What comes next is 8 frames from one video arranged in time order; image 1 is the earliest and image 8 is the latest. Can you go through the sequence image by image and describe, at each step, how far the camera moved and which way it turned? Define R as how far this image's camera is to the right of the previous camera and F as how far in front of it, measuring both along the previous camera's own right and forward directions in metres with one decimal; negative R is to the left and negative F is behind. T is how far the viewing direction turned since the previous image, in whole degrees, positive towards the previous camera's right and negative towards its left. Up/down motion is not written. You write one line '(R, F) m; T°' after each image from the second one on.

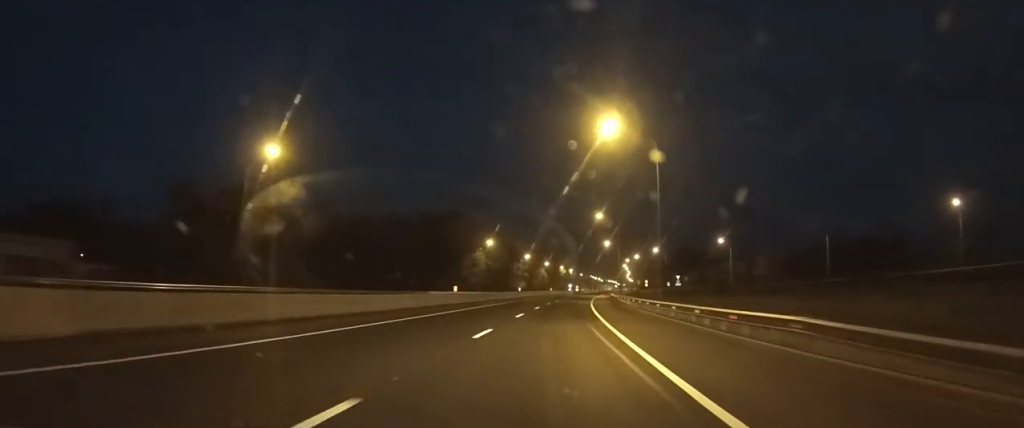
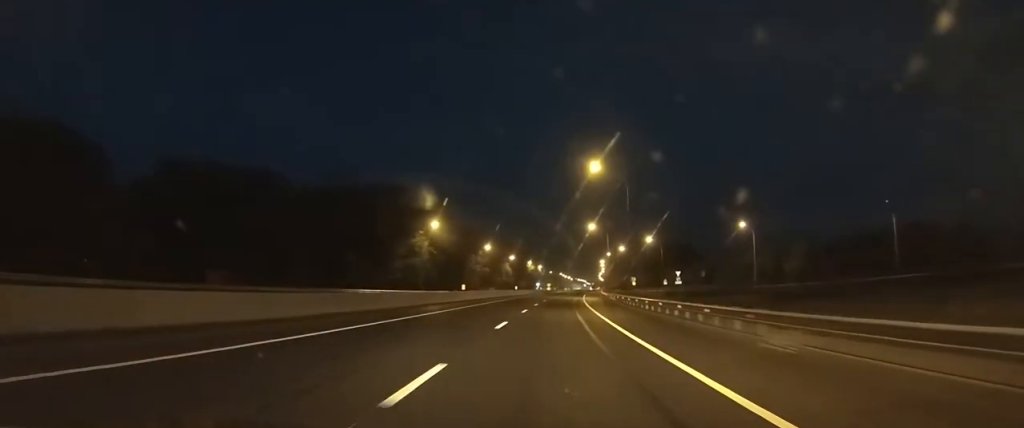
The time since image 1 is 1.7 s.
(+0.4, +26.6) m; +2°
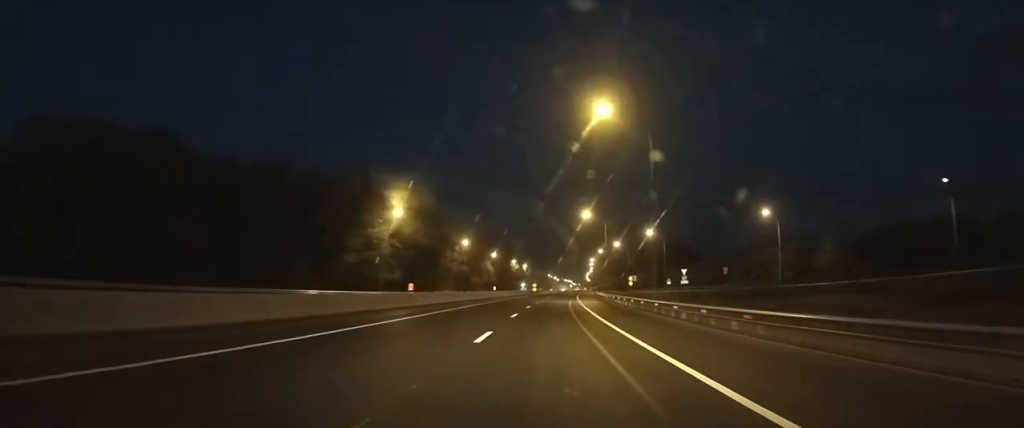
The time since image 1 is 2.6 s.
(+0.2, +15.4) m; +1°
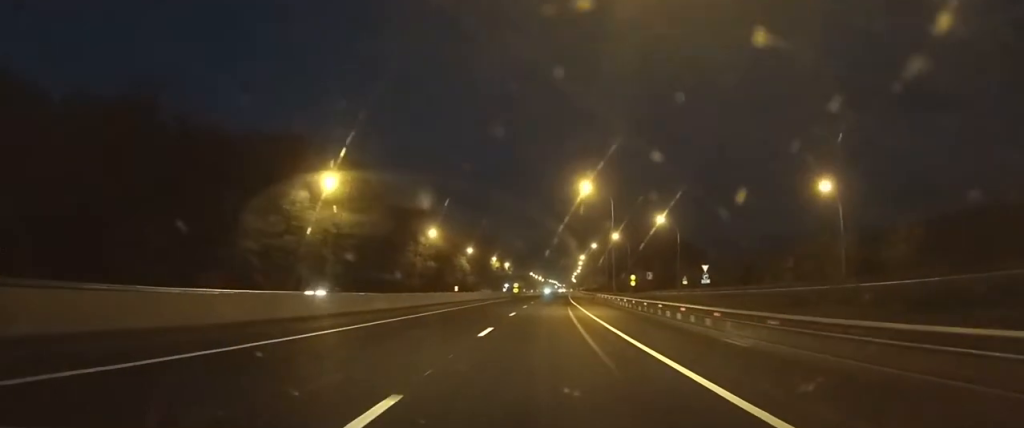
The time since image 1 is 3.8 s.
(+0.4, +23.4) m; +2°
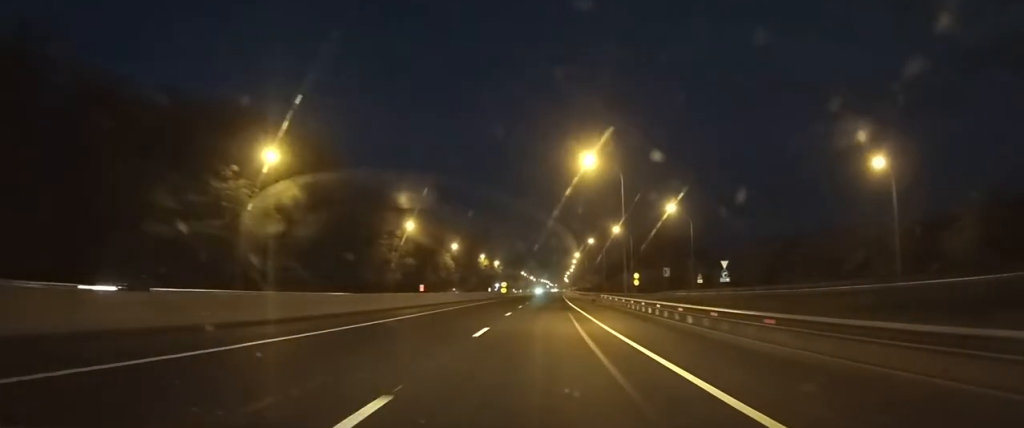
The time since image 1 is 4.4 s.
(+0.1, +12.4) m; +1°
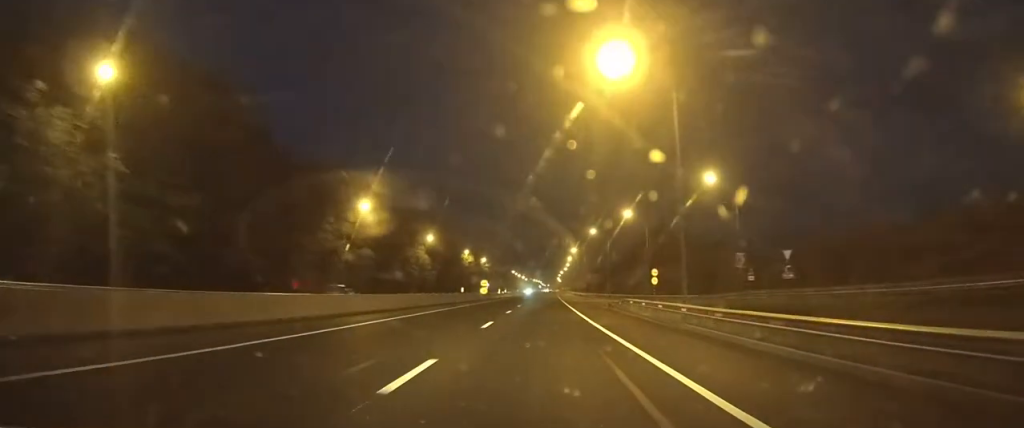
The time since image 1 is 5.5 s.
(+0.2, +21.0) m; +1°
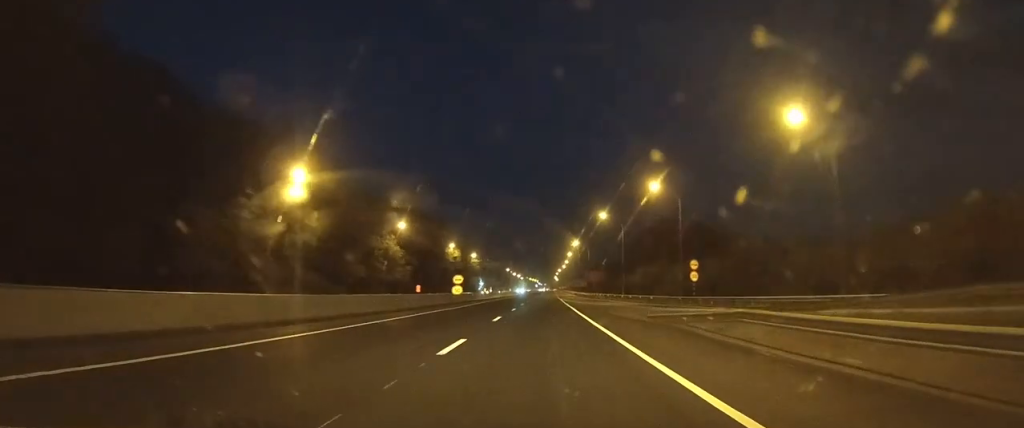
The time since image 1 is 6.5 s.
(+0.1, +22.1) m; 0°
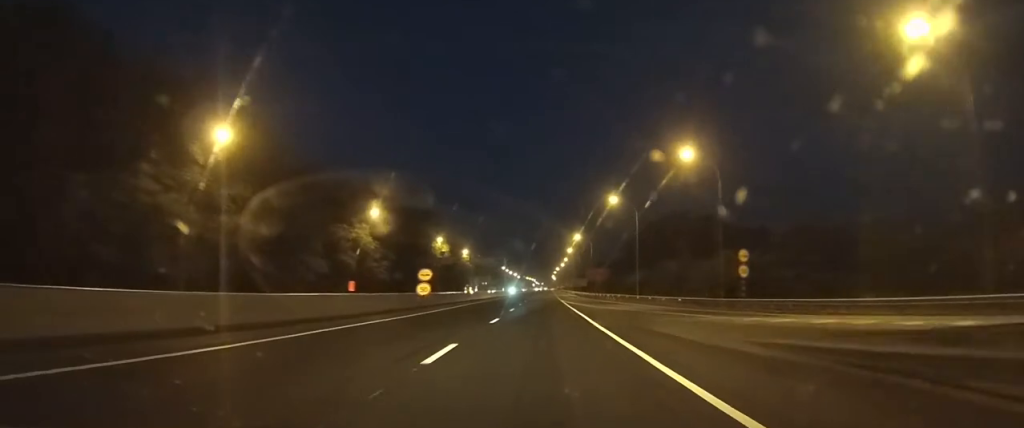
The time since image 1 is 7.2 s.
(0.0, +15.4) m; 0°
